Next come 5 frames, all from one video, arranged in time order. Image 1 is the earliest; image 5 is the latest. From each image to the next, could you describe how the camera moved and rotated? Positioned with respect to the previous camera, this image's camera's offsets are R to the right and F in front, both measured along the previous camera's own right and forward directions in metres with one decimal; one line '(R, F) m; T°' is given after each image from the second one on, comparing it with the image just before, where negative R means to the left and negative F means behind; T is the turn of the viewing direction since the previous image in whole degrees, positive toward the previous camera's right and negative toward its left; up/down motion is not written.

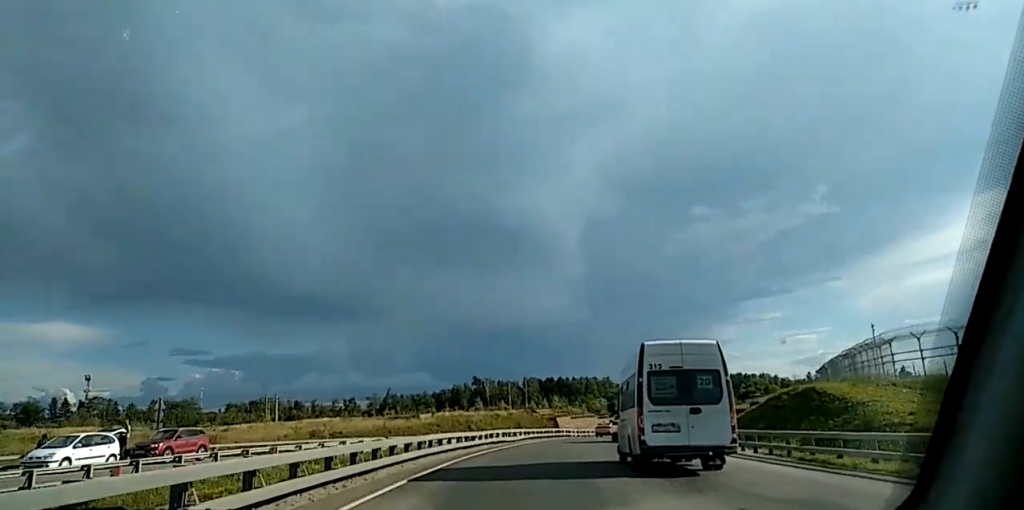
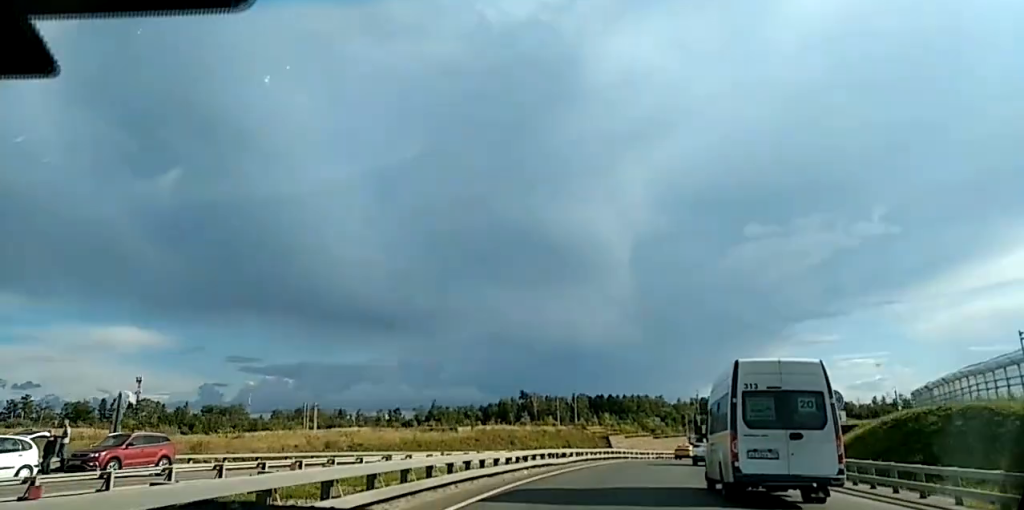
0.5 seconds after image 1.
(+0.2, +9.8) m; +2°
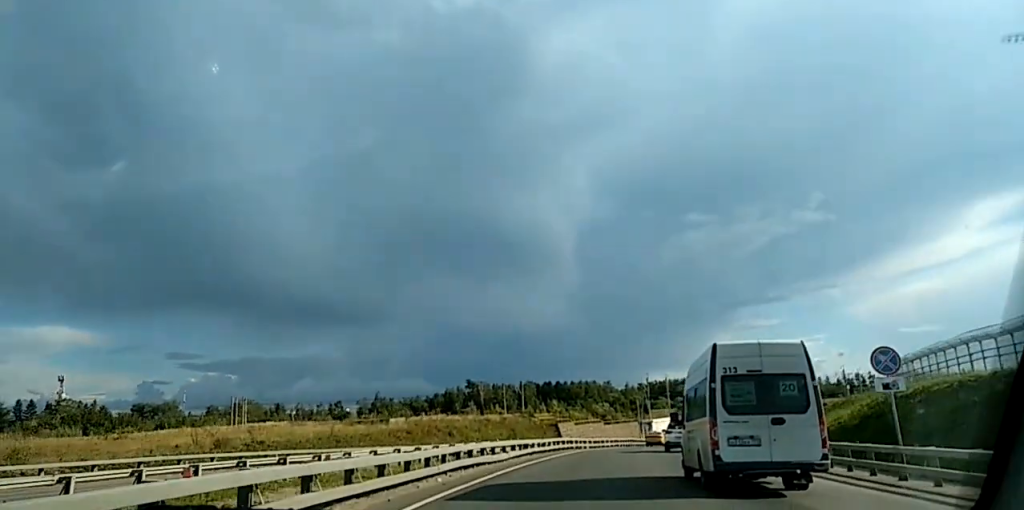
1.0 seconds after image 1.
(0.0, +9.8) m; +2°
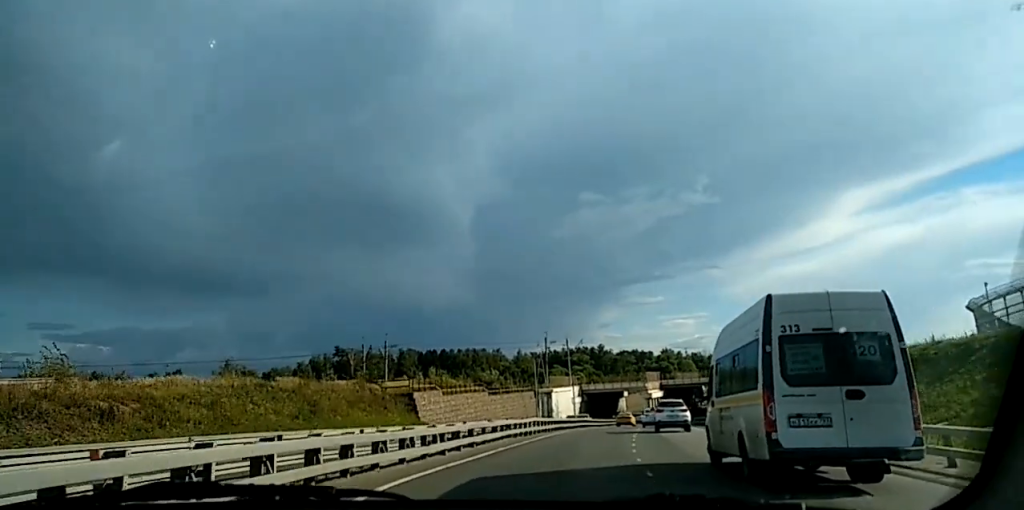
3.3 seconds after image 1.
(+4.0, +42.6) m; +10°
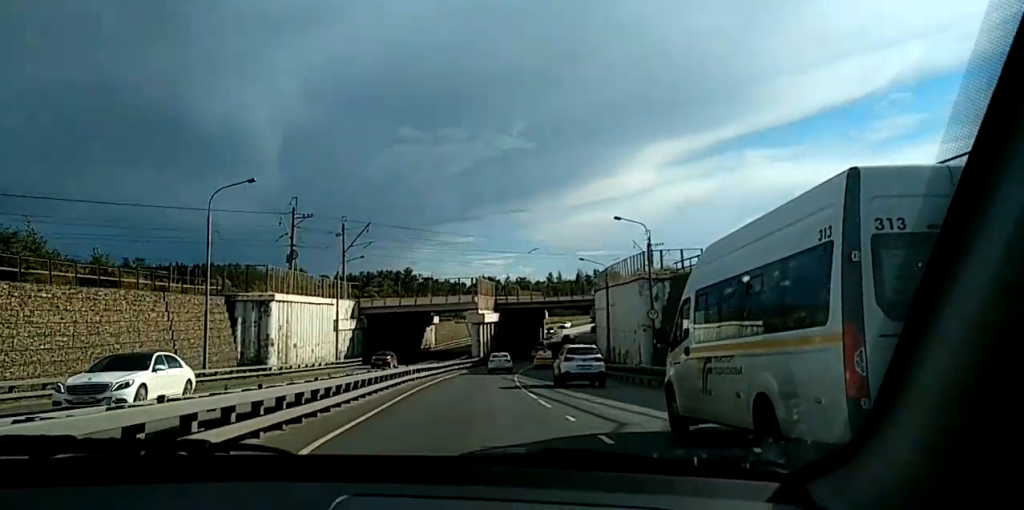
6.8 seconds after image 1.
(+5.5, +70.8) m; +7°
